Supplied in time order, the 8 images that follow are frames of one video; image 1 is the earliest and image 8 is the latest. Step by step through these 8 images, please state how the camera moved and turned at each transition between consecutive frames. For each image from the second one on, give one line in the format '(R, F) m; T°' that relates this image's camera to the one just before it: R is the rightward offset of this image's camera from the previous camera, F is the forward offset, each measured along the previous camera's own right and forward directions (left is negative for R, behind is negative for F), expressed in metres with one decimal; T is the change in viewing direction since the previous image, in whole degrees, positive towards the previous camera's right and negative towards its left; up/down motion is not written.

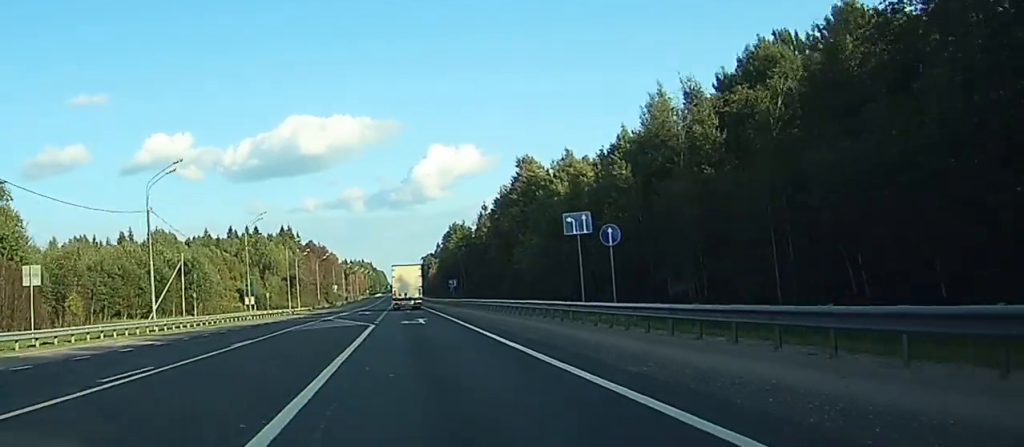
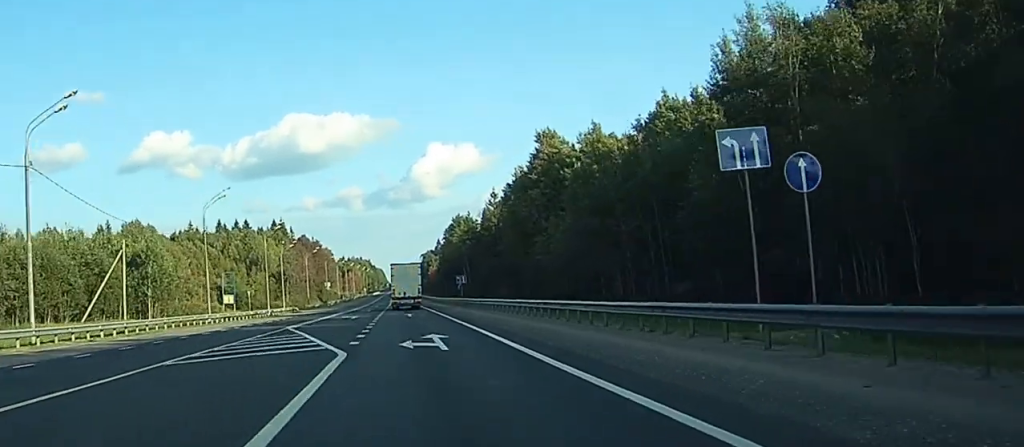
(0.0, +19.9) m; 0°
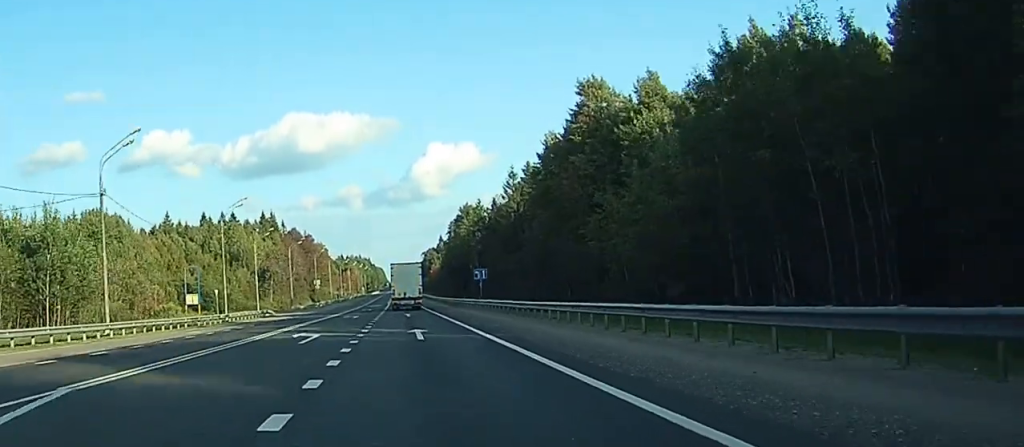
(0.0, +26.6) m; 0°
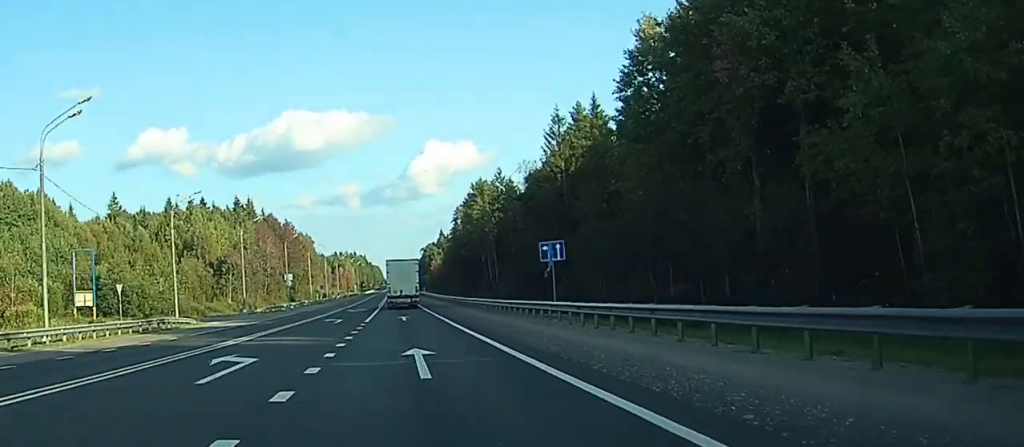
(0.0, +41.5) m; 0°
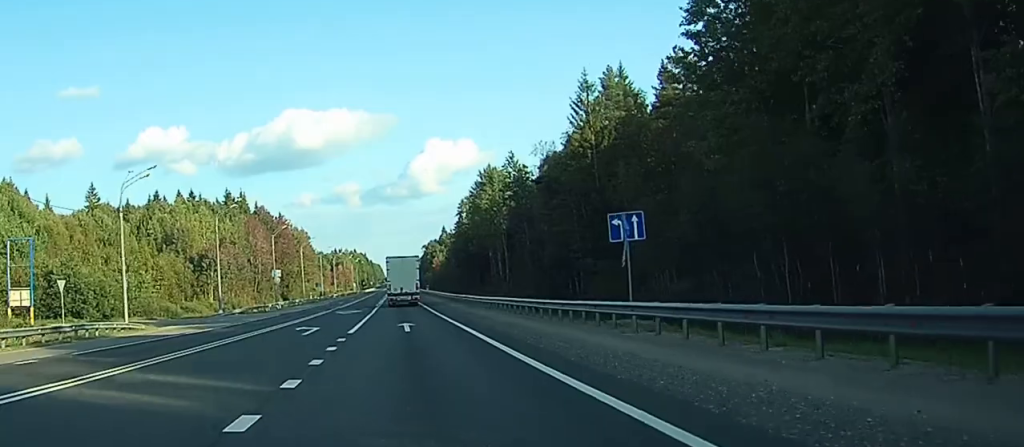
(0.0, +14.3) m; 0°
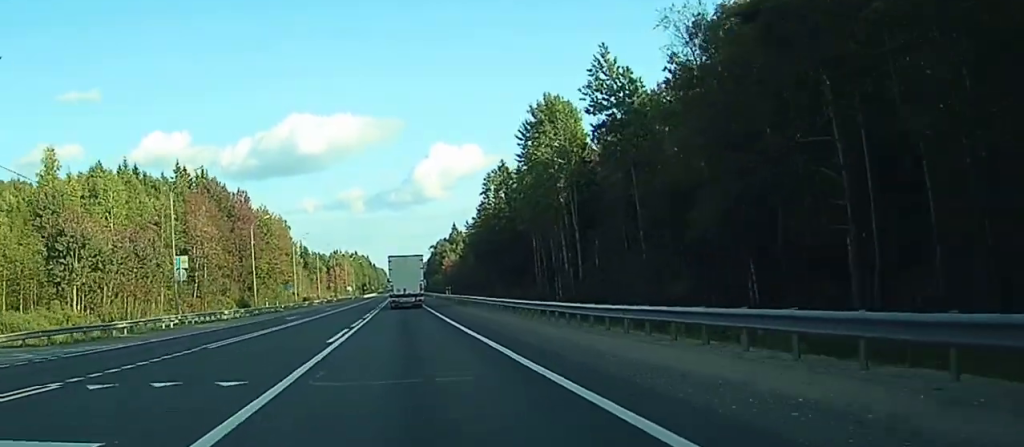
(-0.4, +54.8) m; -1°
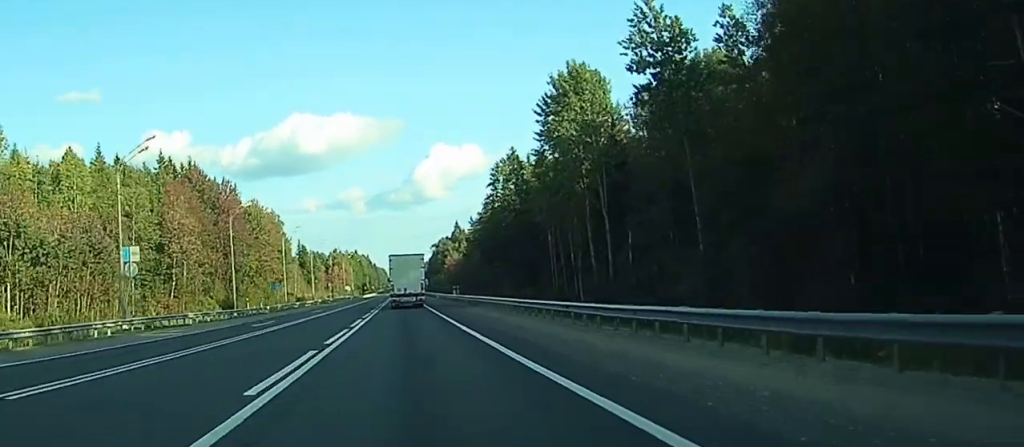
(0.0, +12.6) m; 0°
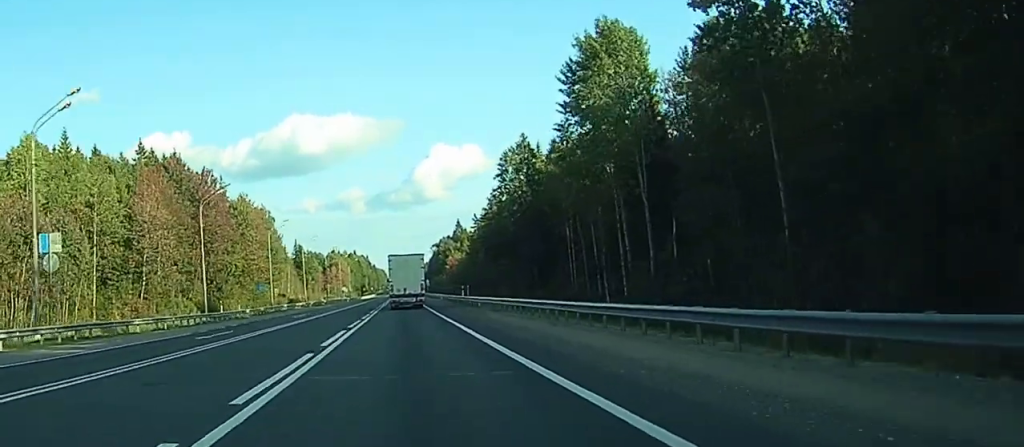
(0.0, +12.7) m; 0°
